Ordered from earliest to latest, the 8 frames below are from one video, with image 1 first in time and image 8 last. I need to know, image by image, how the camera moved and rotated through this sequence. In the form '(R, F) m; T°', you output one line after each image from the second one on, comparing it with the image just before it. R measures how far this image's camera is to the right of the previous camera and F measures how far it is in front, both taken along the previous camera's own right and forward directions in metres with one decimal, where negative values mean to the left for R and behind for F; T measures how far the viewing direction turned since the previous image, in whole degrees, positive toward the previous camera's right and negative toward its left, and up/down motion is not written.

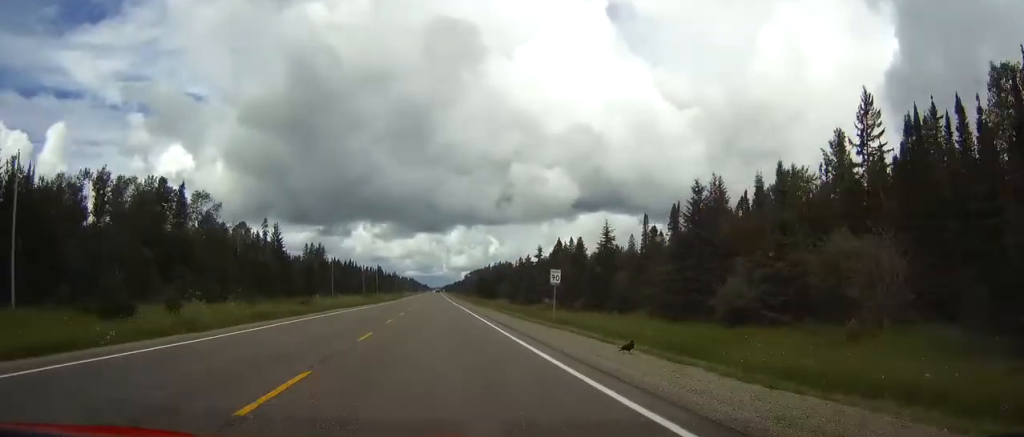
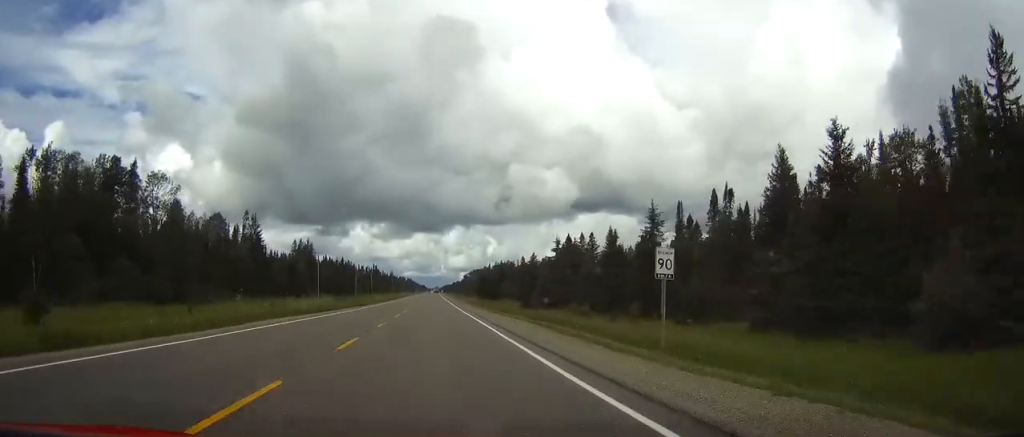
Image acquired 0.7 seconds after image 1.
(+0.2, +19.2) m; 0°
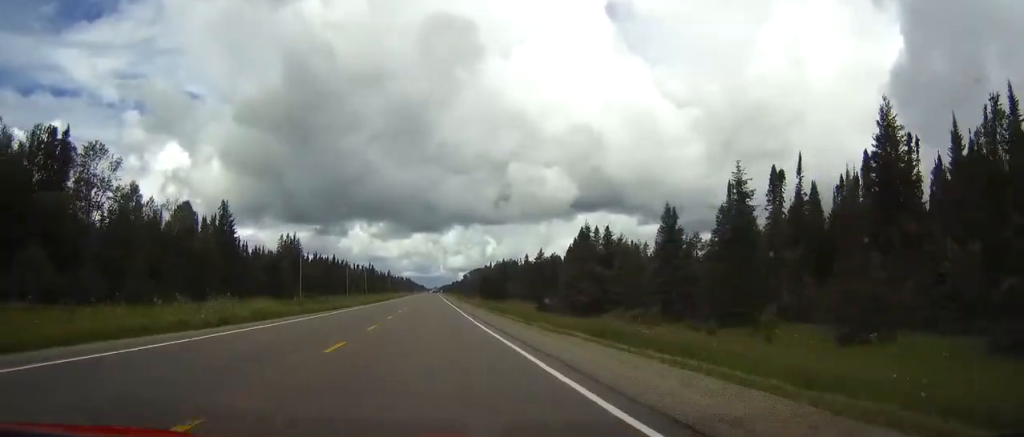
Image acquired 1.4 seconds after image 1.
(-0.1, +20.1) m; 0°
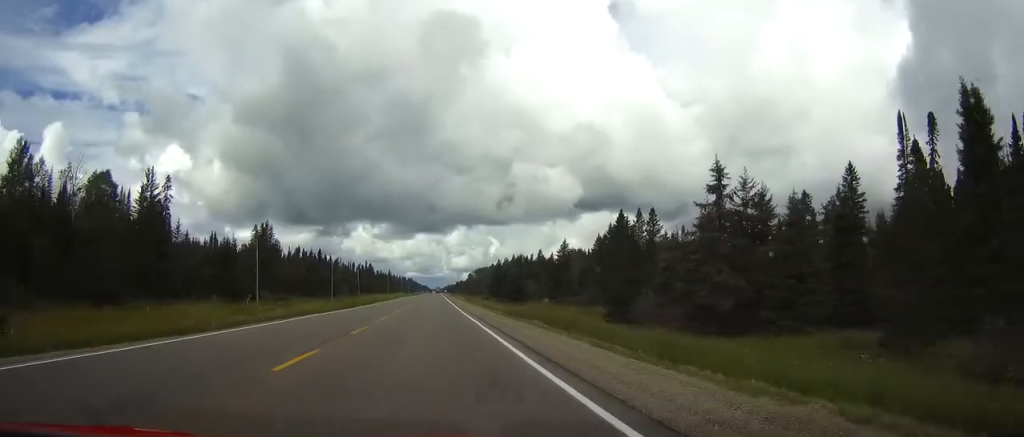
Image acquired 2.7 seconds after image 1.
(-0.2, +37.4) m; 0°
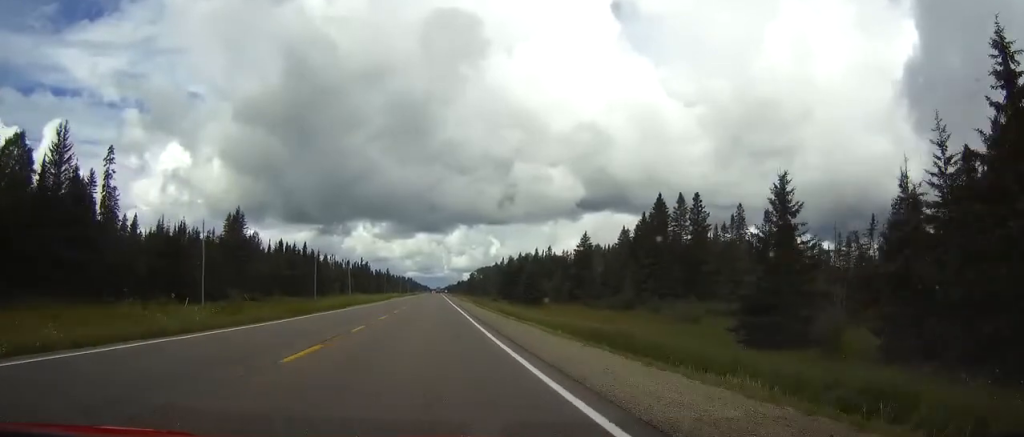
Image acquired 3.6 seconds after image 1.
(0.0, +25.9) m; 0°
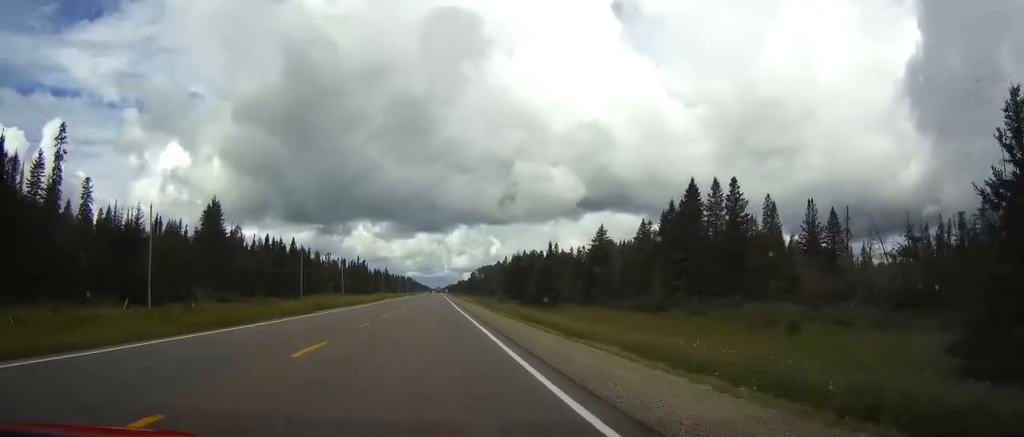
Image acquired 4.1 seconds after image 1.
(0.0, +16.3) m; 0°
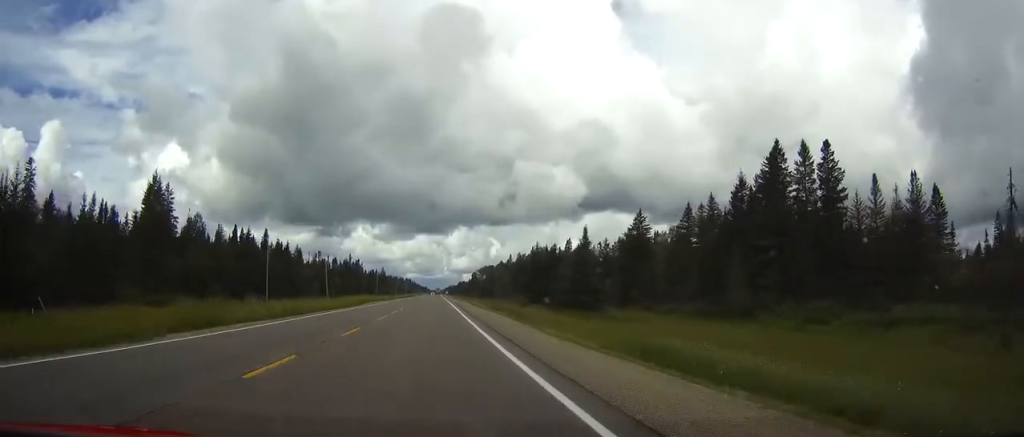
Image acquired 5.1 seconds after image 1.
(+0.1, +28.9) m; 0°
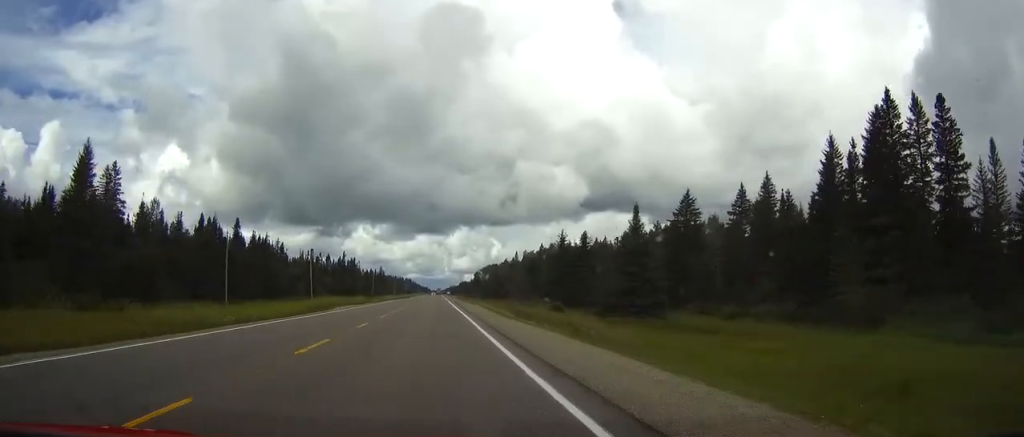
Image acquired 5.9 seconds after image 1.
(0.0, +23.2) m; 0°
